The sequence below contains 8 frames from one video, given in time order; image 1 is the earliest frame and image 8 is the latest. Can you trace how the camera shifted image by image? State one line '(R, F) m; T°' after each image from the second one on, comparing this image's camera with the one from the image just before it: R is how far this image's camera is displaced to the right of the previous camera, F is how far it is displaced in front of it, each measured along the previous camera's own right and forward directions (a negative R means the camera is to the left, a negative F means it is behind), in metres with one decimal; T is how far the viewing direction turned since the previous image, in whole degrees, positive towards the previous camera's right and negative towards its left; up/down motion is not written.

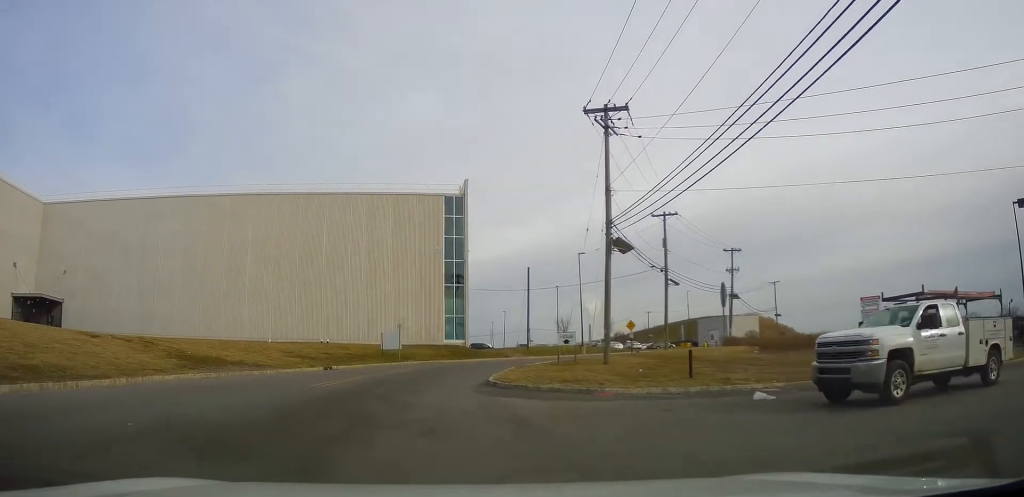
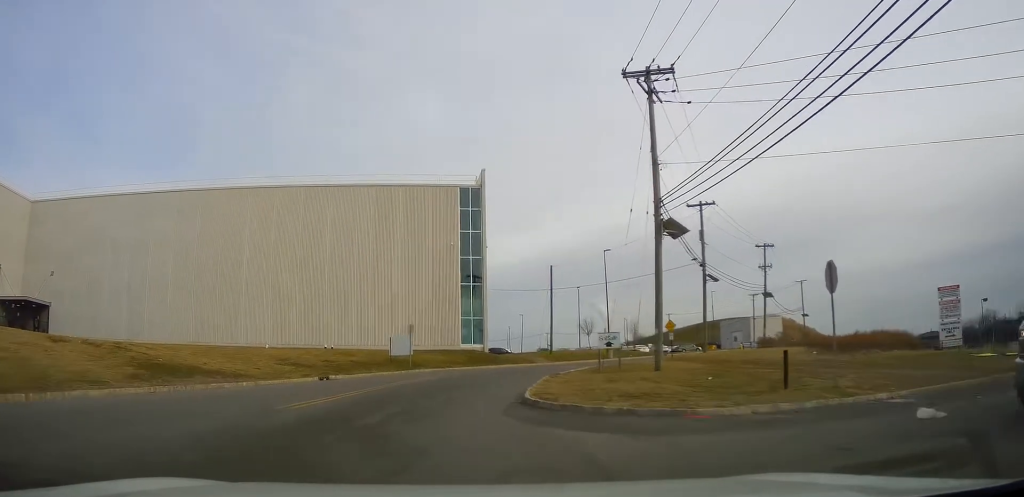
(+0.4, +4.7) m; 0°
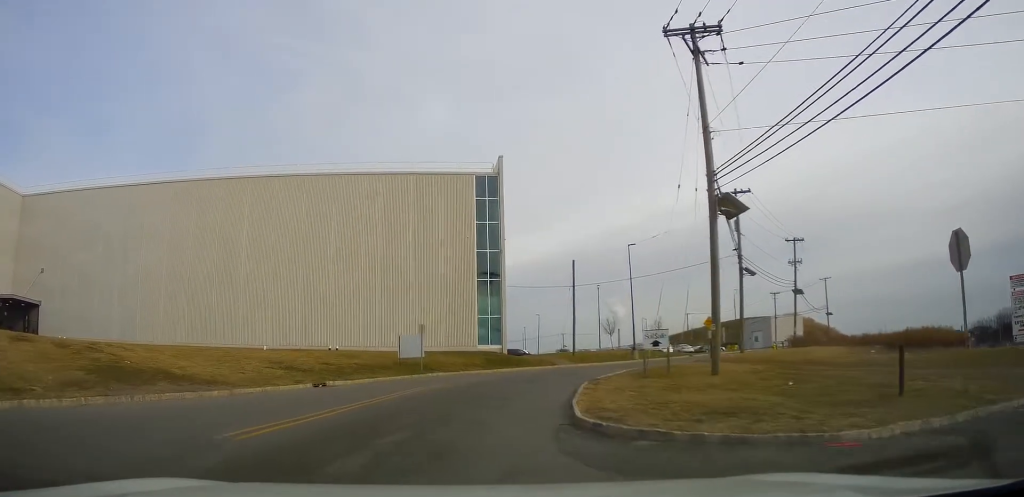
(-0.3, +3.9) m; -7°
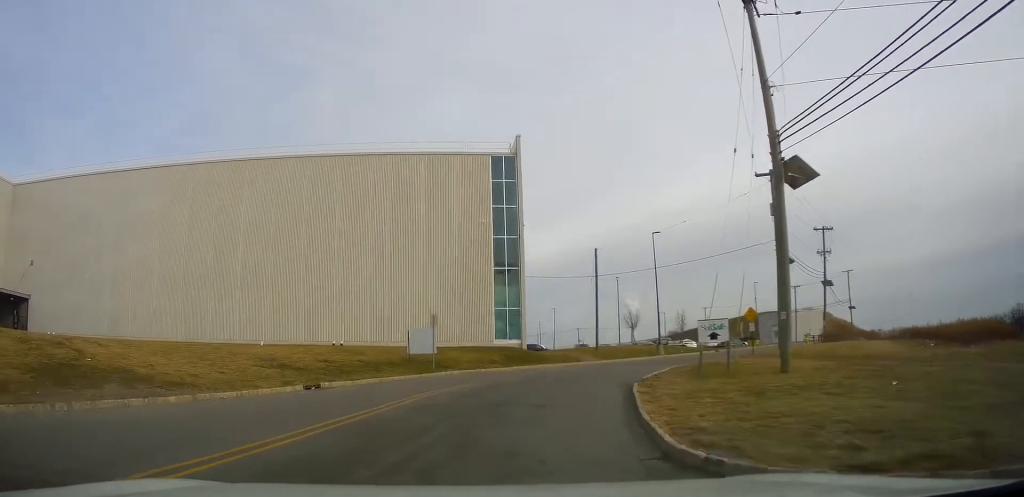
(-0.2, +3.5) m; 0°
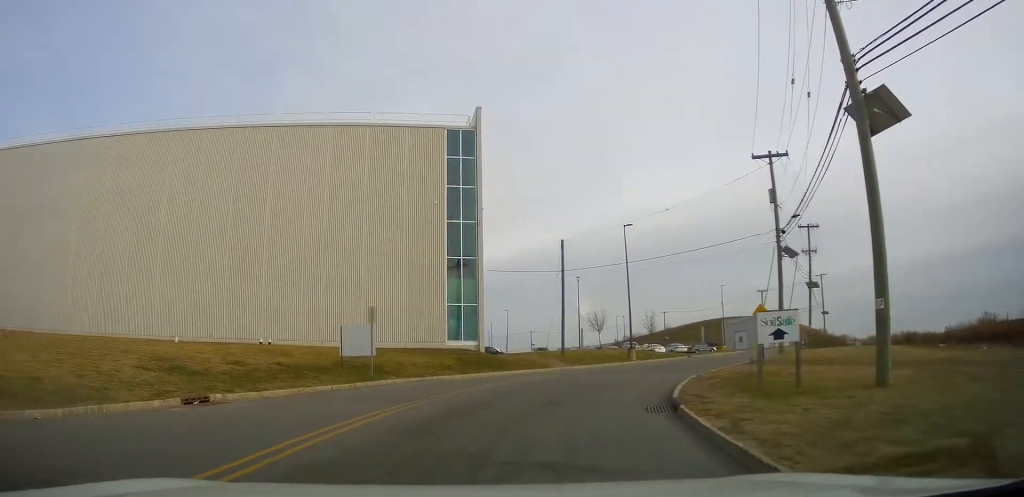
(+0.2, +5.8) m; +8°
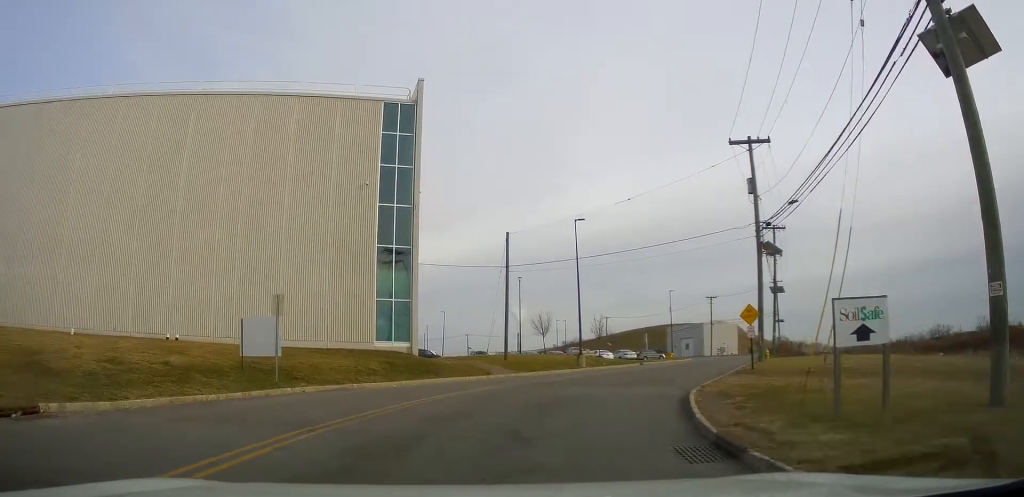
(+0.5, +4.5) m; +6°
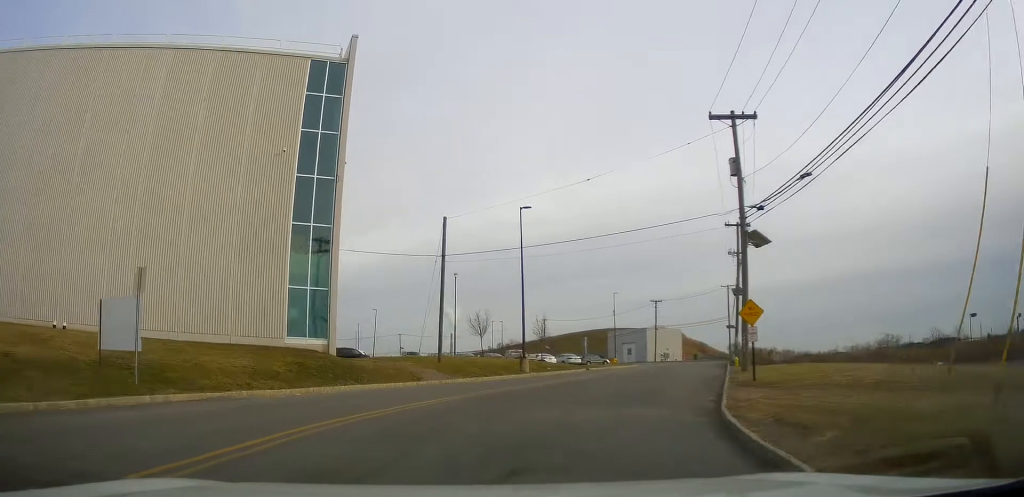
(0.0, +4.7) m; 0°
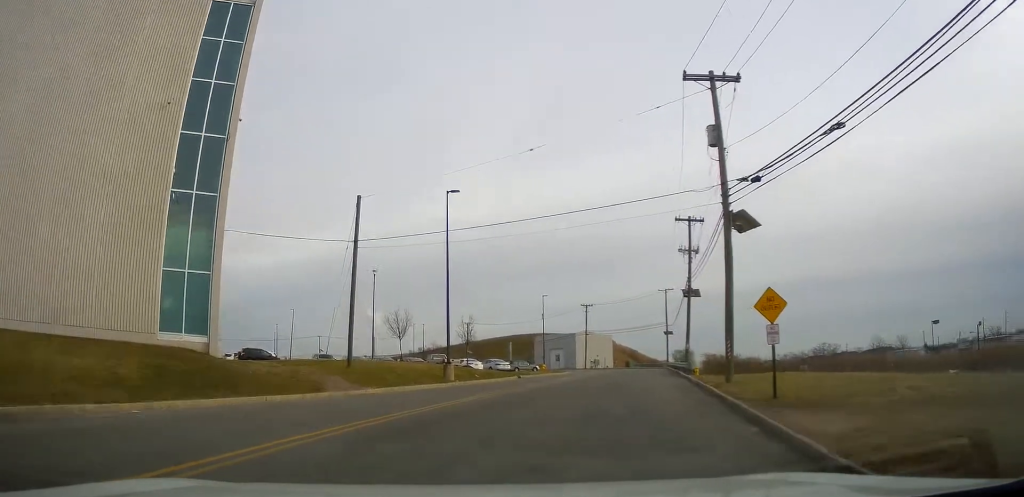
(0.0, +5.3) m; +7°
